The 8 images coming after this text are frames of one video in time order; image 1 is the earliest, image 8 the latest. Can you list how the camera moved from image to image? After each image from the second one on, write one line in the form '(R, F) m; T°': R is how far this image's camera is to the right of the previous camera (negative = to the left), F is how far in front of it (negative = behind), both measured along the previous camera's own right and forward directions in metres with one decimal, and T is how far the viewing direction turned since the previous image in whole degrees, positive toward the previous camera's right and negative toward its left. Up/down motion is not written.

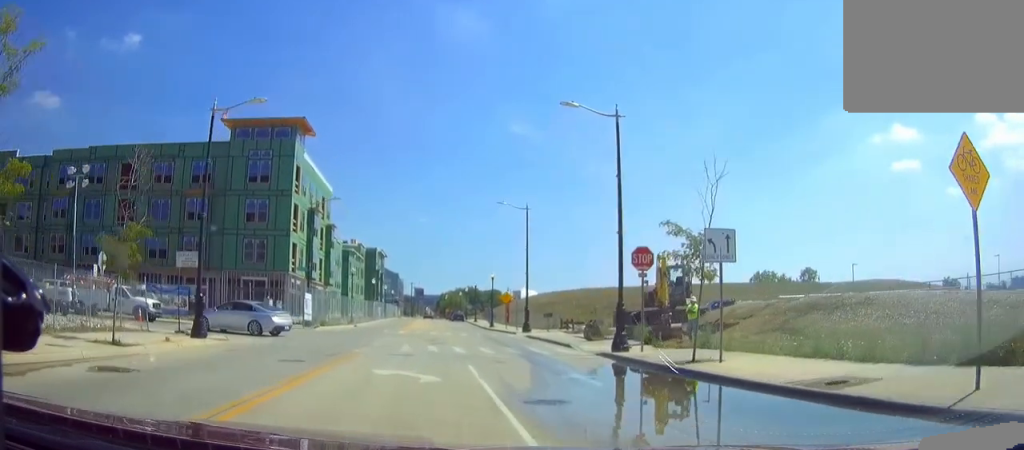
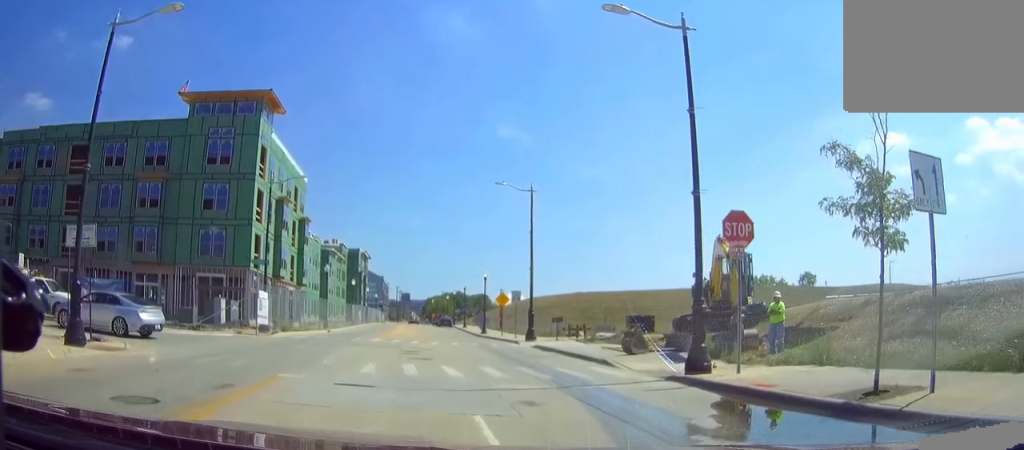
(+0.1, +7.7) m; +1°
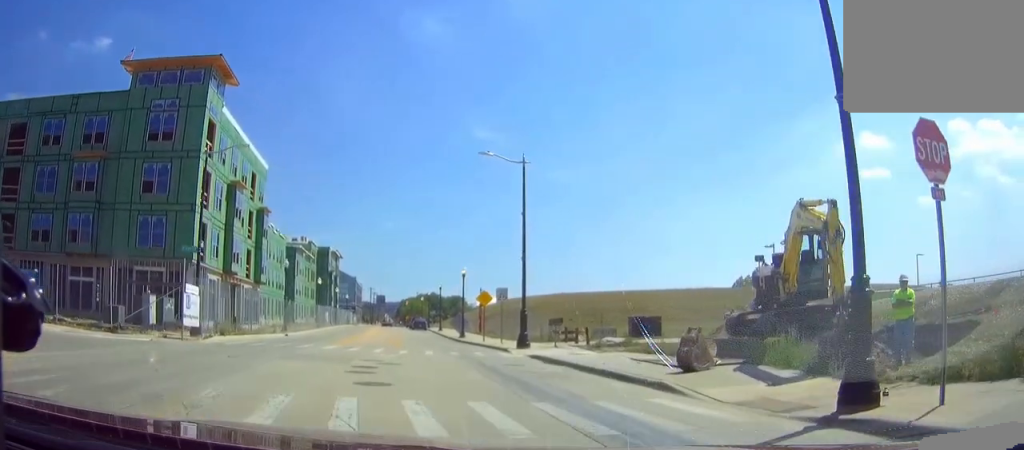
(0.0, +6.7) m; +1°
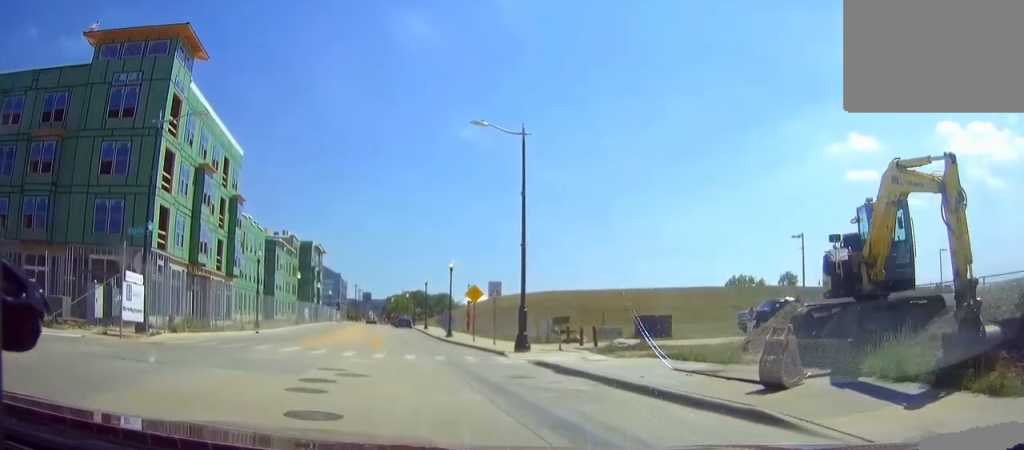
(0.0, +4.6) m; +1°
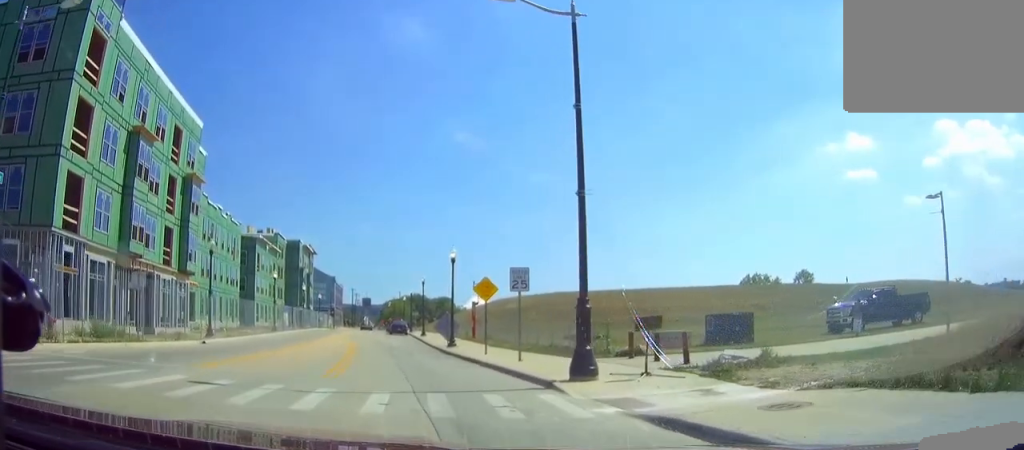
(+0.3, +10.2) m; +1°
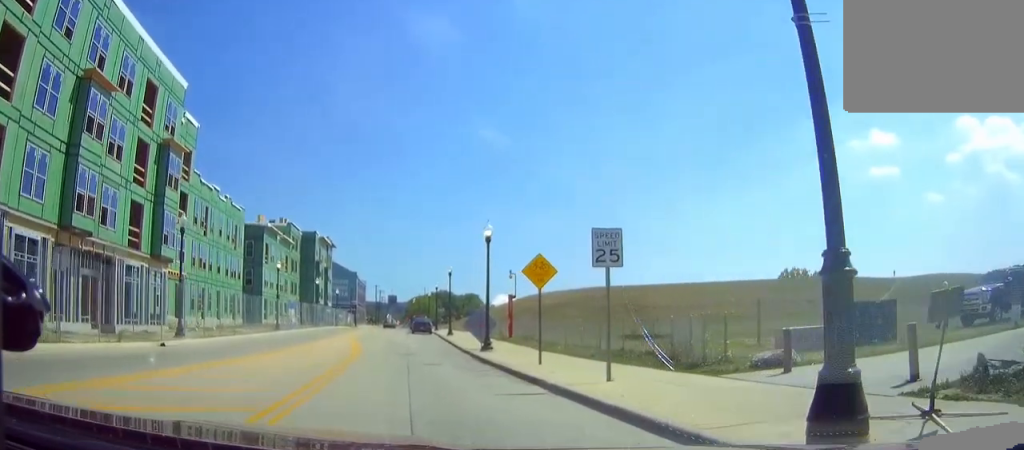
(-0.1, +8.6) m; -1°
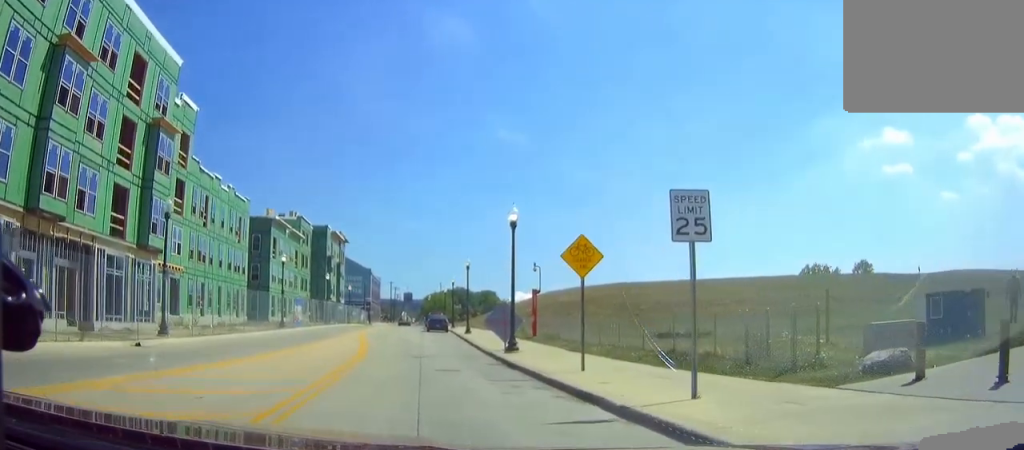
(0.0, +3.6) m; -1°
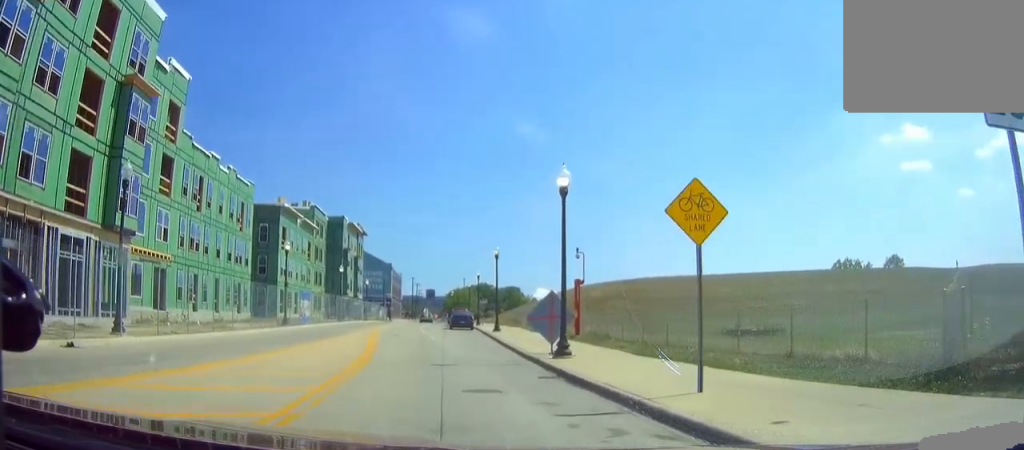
(-0.1, +6.0) m; -1°
